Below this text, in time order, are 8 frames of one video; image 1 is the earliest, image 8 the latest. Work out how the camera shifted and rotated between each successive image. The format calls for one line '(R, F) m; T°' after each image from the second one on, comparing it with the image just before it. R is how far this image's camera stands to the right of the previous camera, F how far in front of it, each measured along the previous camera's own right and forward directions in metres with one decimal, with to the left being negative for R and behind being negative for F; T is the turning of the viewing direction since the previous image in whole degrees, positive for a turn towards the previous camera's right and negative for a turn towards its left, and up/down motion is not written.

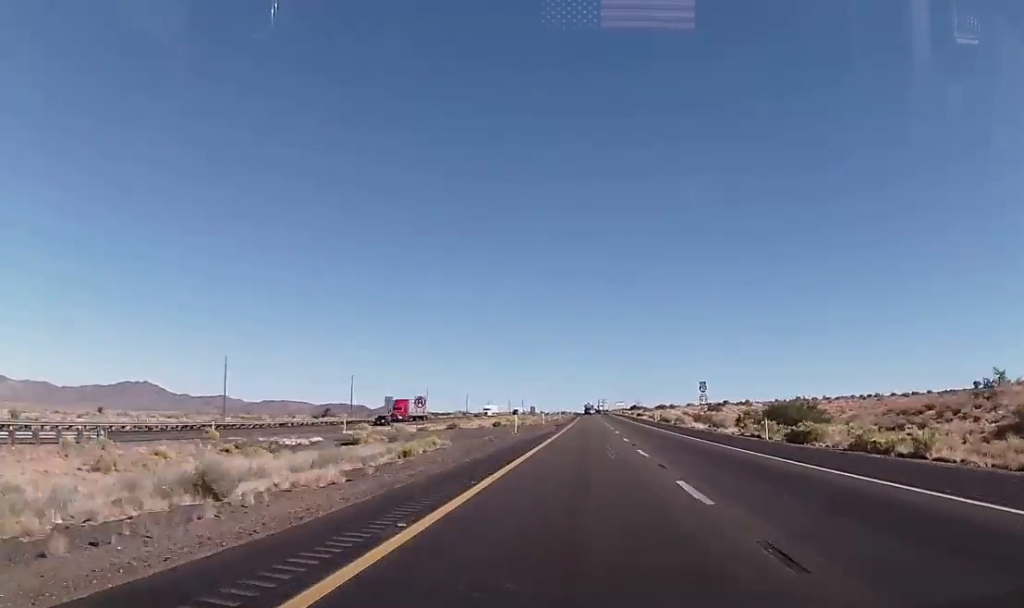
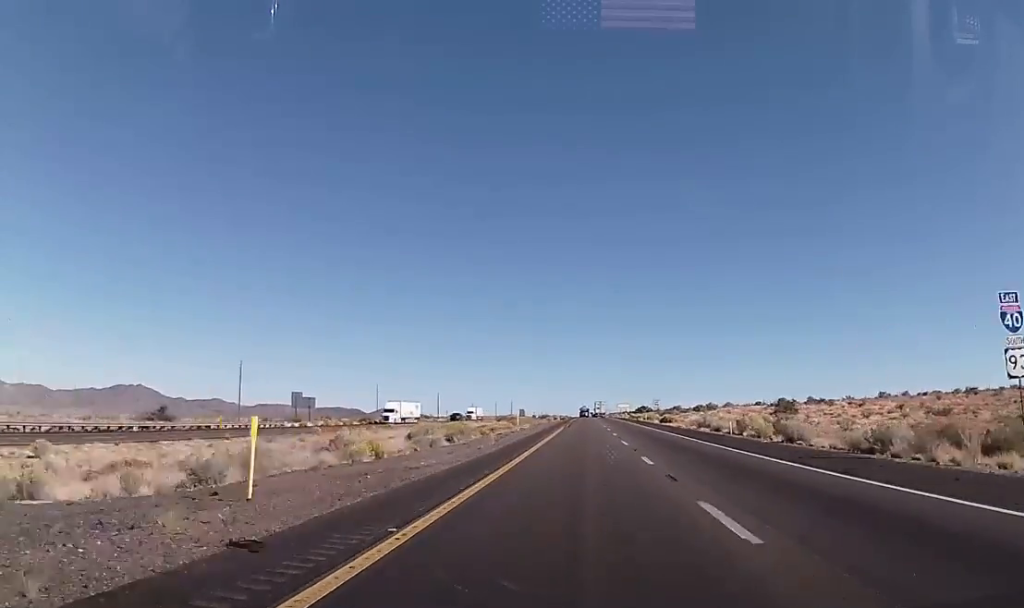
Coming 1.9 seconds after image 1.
(+0.1, +66.2) m; 0°
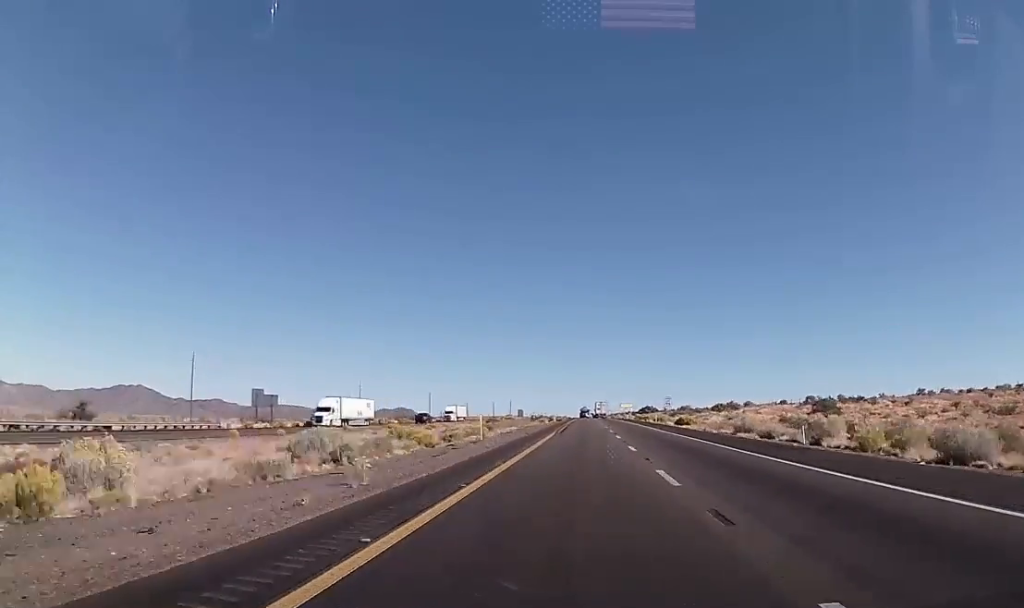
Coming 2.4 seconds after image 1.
(0.0, +18.7) m; 0°
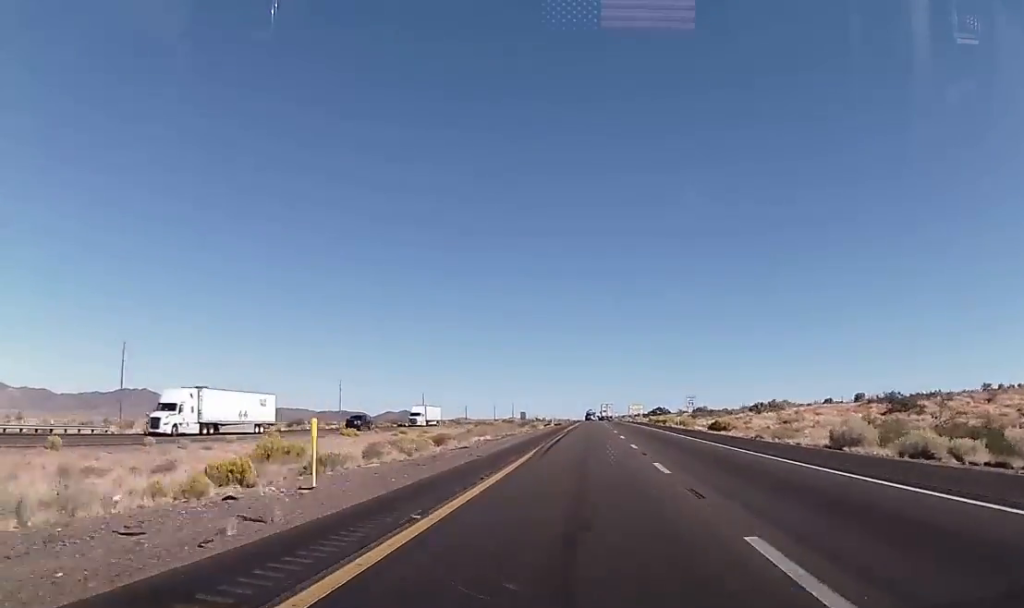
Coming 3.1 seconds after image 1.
(0.0, +22.2) m; 0°
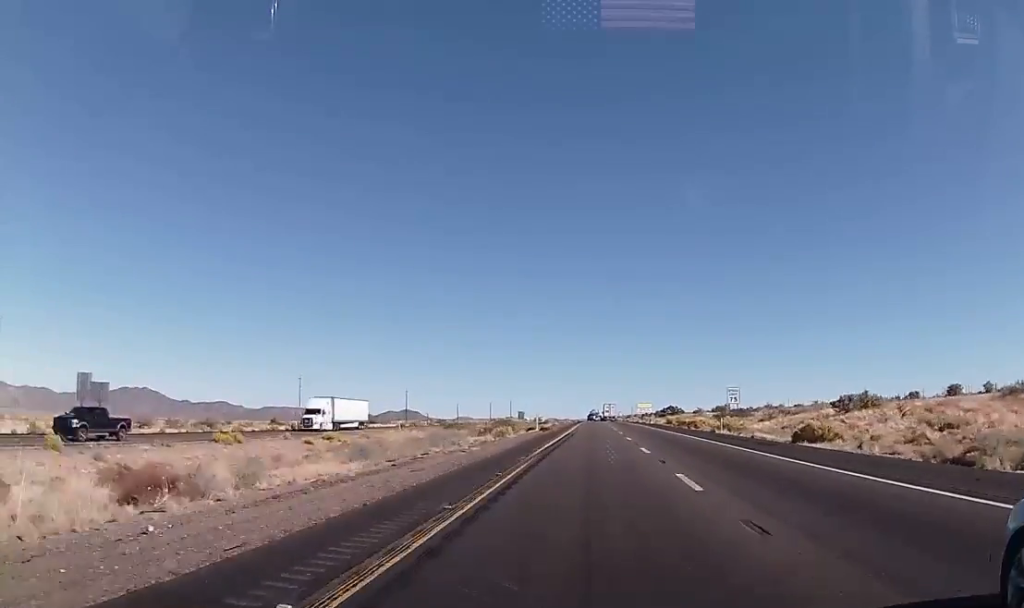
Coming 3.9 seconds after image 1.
(0.0, +29.2) m; 0°
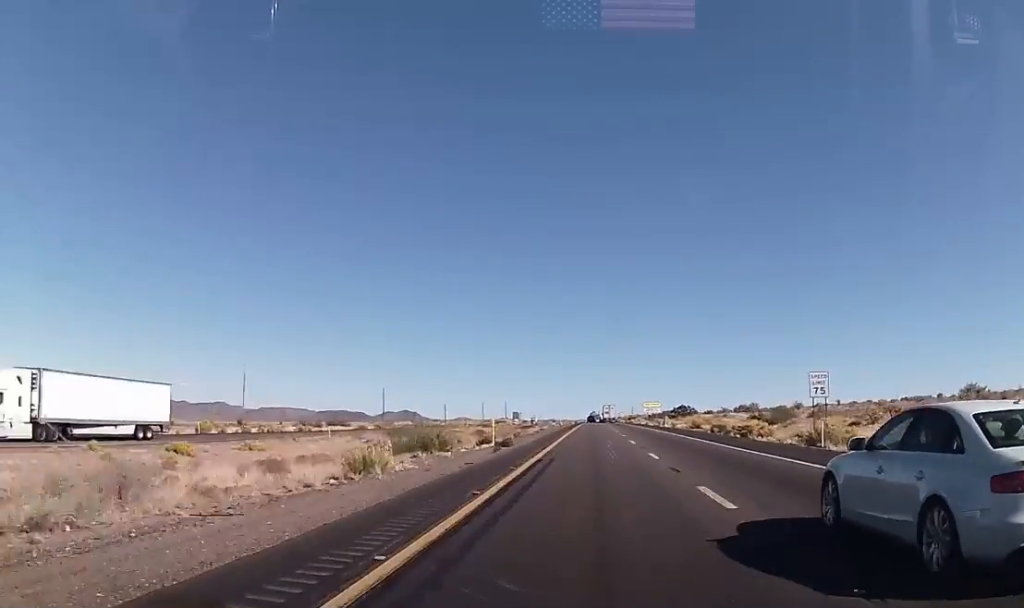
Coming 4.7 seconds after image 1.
(0.0, +29.0) m; 0°
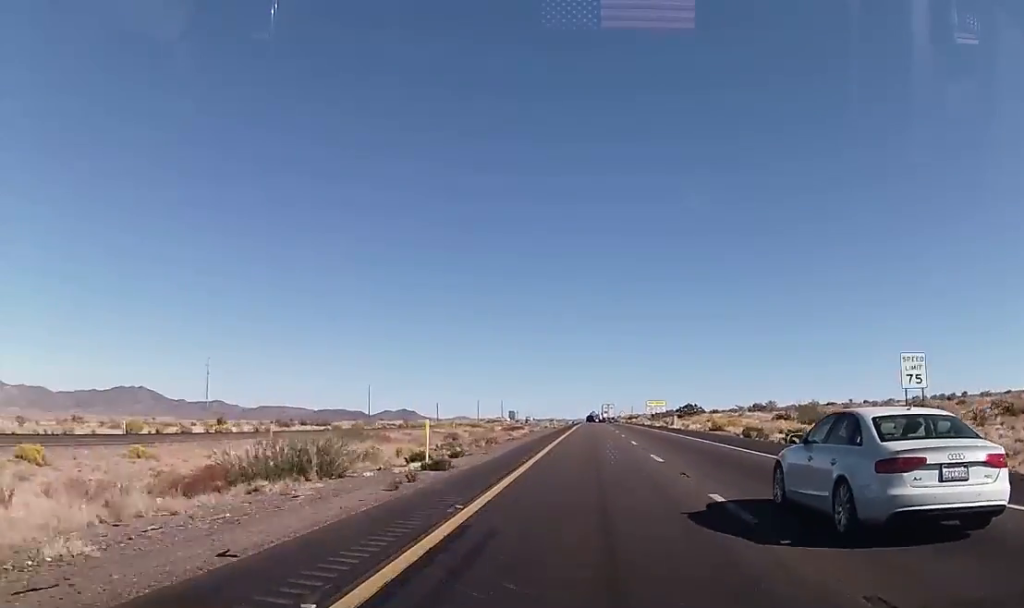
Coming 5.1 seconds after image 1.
(0.0, +14.0) m; 0°
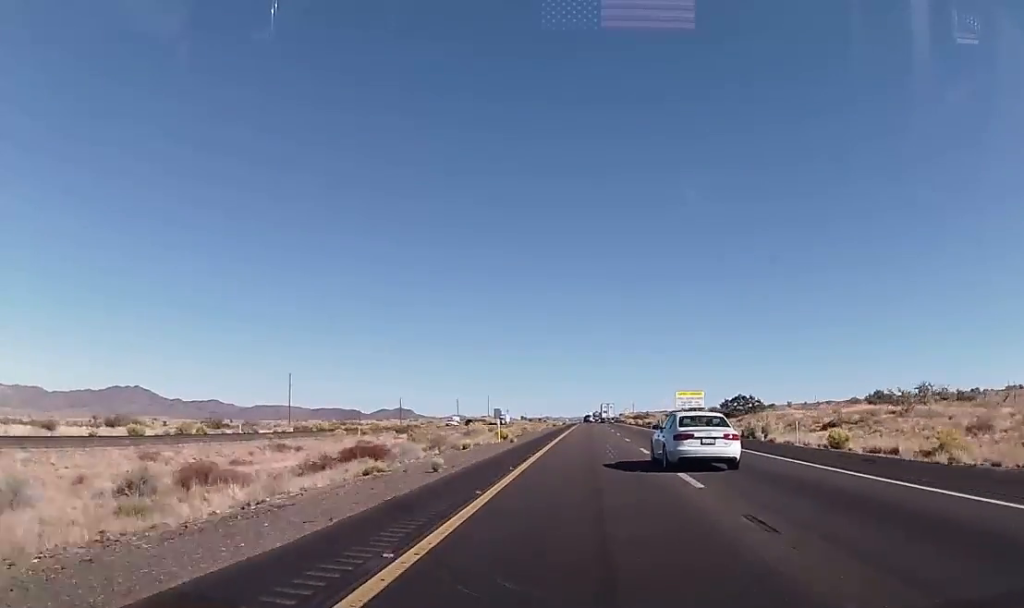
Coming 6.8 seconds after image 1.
(-0.6, +58.1) m; 0°
